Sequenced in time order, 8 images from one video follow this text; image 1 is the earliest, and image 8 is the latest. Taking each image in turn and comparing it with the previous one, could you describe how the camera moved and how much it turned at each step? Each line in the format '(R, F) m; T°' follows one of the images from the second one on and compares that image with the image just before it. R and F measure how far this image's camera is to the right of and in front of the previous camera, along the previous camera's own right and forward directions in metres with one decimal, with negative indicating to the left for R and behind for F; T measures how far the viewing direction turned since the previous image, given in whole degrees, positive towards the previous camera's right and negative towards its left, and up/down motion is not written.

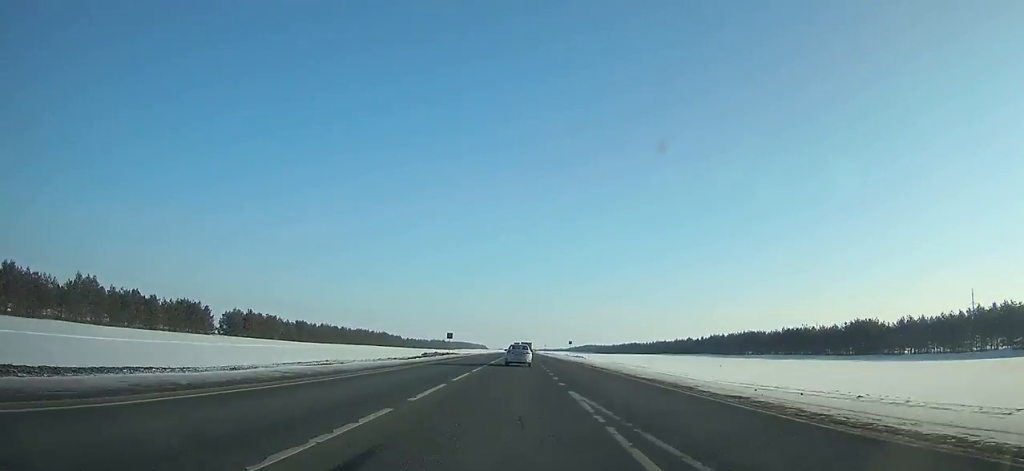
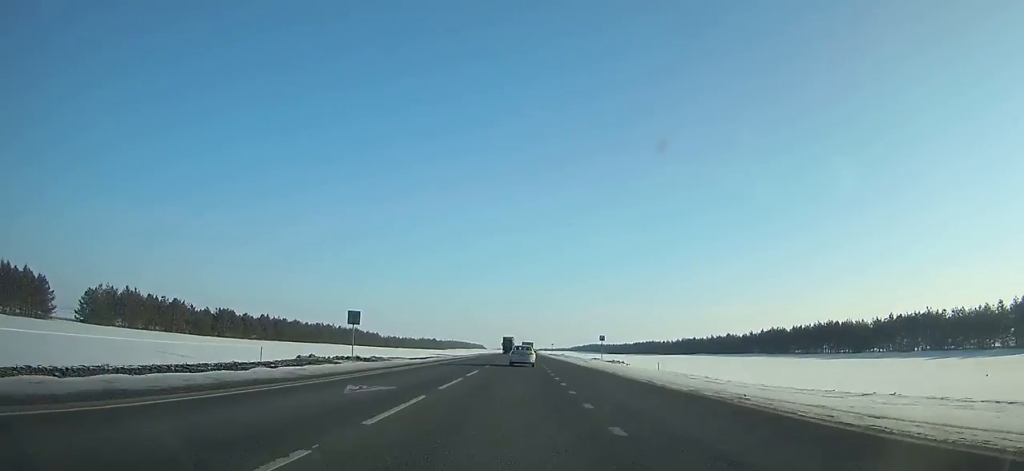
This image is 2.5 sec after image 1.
(+0.1, +52.3) m; 0°
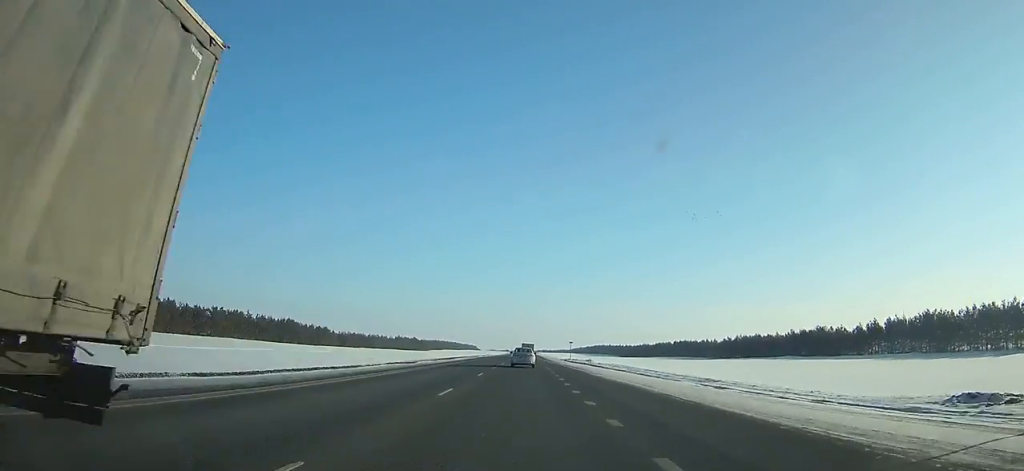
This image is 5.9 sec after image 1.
(+0.2, +71.0) m; 0°
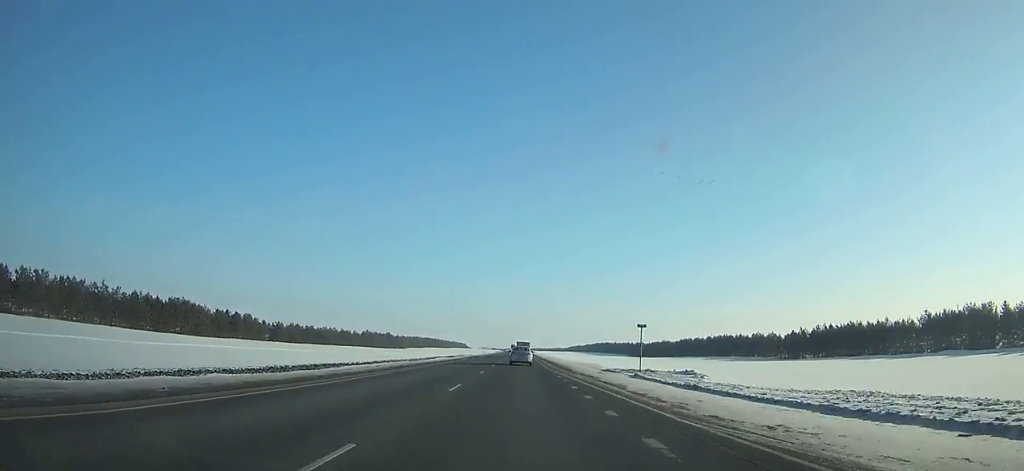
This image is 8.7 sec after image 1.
(+0.1, +58.6) m; 0°
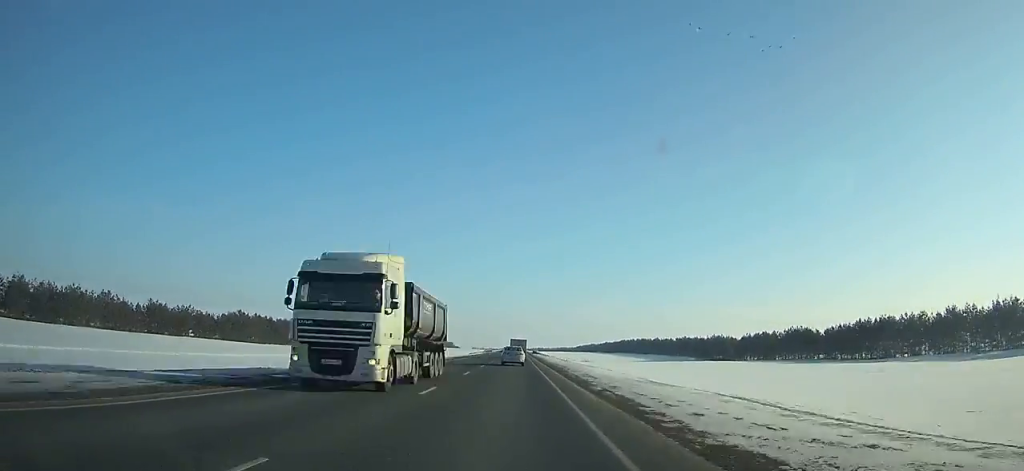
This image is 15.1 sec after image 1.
(-0.1, +133.8) m; 0°
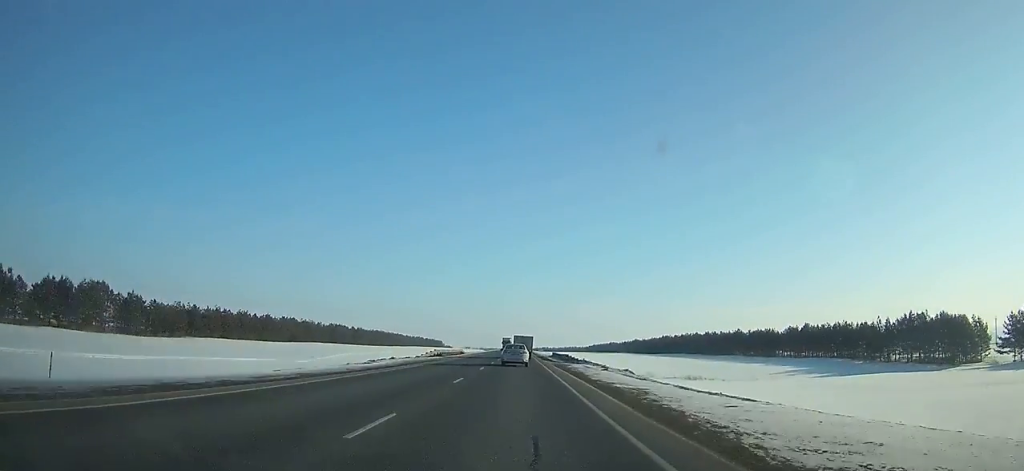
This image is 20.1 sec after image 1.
(-0.1, +102.6) m; 0°
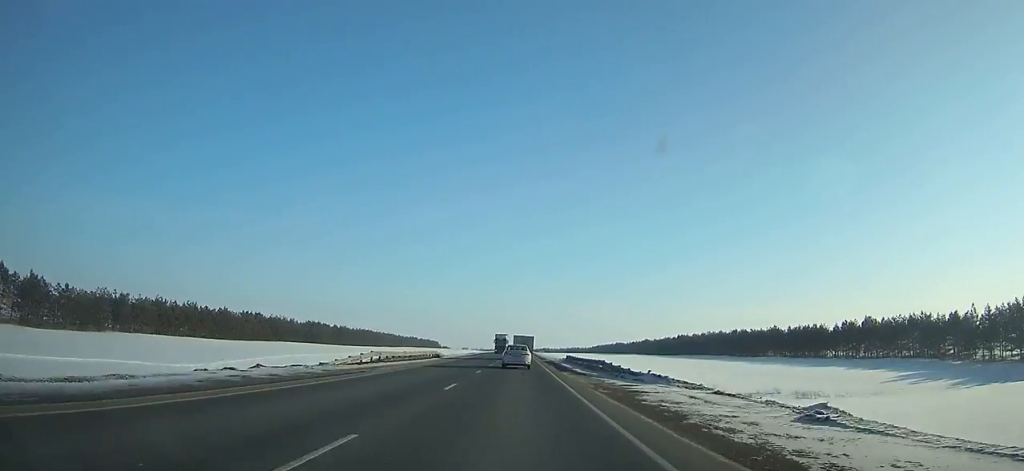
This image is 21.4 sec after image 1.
(0.0, +26.1) m; 0°
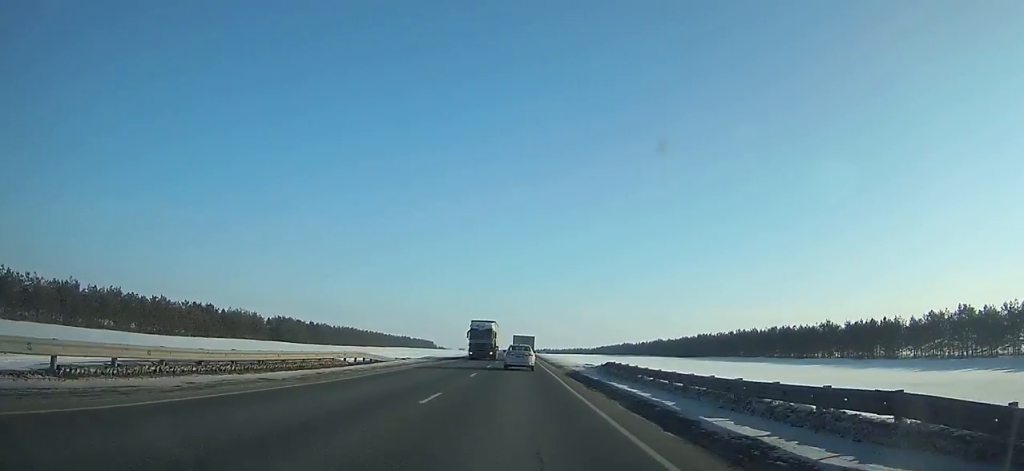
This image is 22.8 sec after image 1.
(+0.1, +27.7) m; 0°
